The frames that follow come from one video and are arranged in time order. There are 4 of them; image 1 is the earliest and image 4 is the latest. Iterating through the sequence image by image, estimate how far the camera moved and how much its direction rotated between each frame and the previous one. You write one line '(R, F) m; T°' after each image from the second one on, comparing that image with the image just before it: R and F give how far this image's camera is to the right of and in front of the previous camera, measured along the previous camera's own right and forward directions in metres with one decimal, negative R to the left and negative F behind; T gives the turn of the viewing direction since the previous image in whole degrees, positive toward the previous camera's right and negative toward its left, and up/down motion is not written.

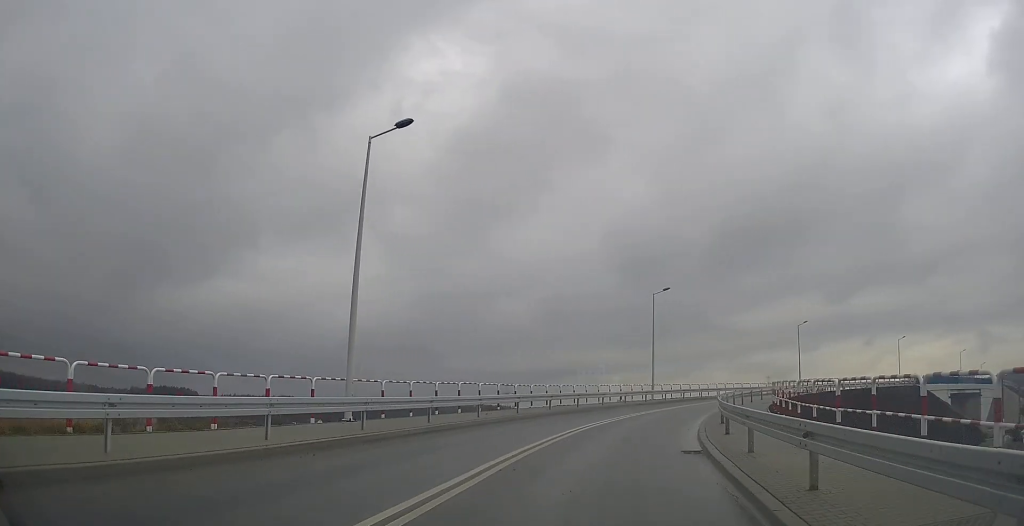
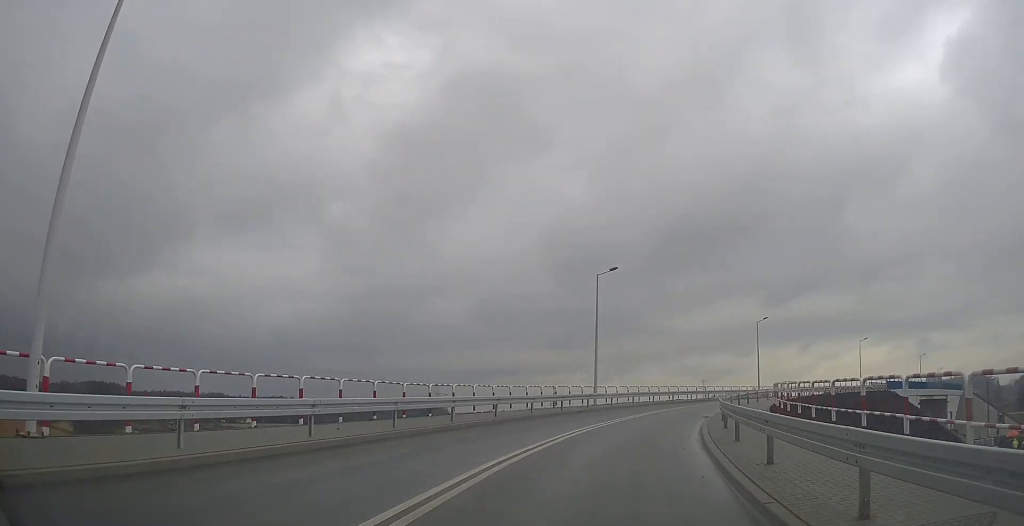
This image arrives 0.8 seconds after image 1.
(+0.3, +9.7) m; +5°
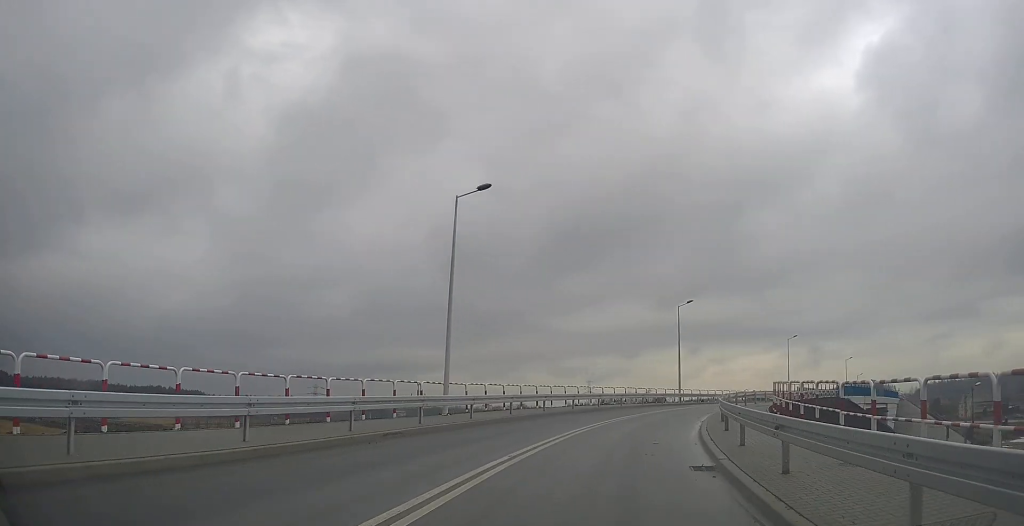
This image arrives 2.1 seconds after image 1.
(+1.6, +17.0) m; +11°
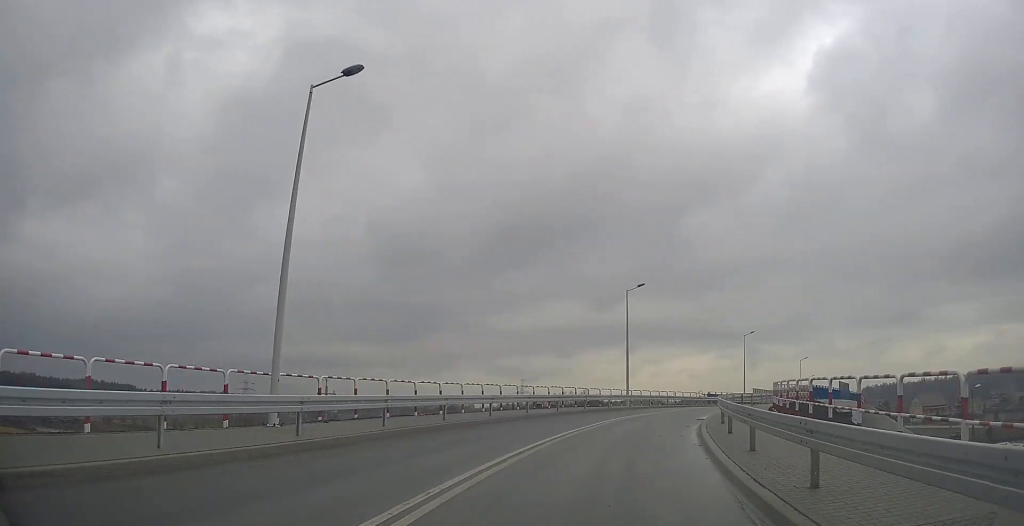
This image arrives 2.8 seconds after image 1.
(+0.5, +9.5) m; +6°
